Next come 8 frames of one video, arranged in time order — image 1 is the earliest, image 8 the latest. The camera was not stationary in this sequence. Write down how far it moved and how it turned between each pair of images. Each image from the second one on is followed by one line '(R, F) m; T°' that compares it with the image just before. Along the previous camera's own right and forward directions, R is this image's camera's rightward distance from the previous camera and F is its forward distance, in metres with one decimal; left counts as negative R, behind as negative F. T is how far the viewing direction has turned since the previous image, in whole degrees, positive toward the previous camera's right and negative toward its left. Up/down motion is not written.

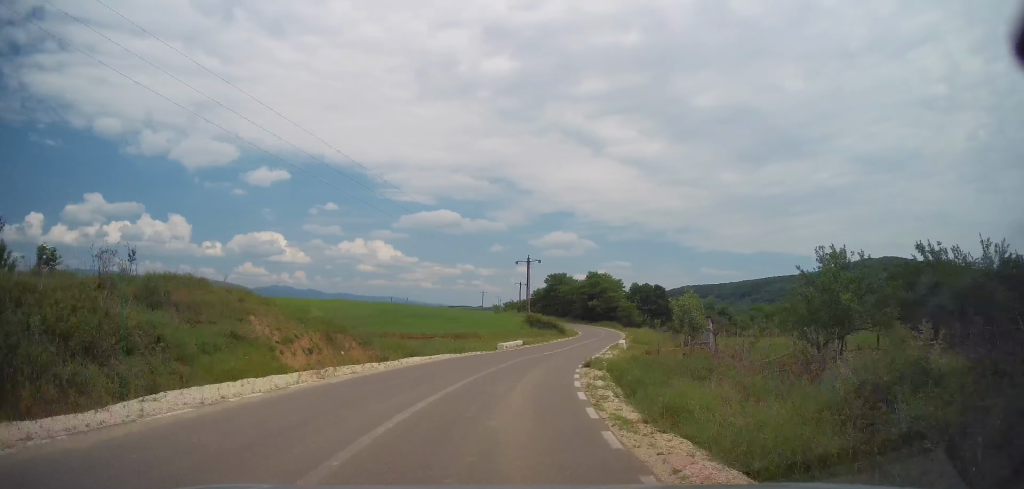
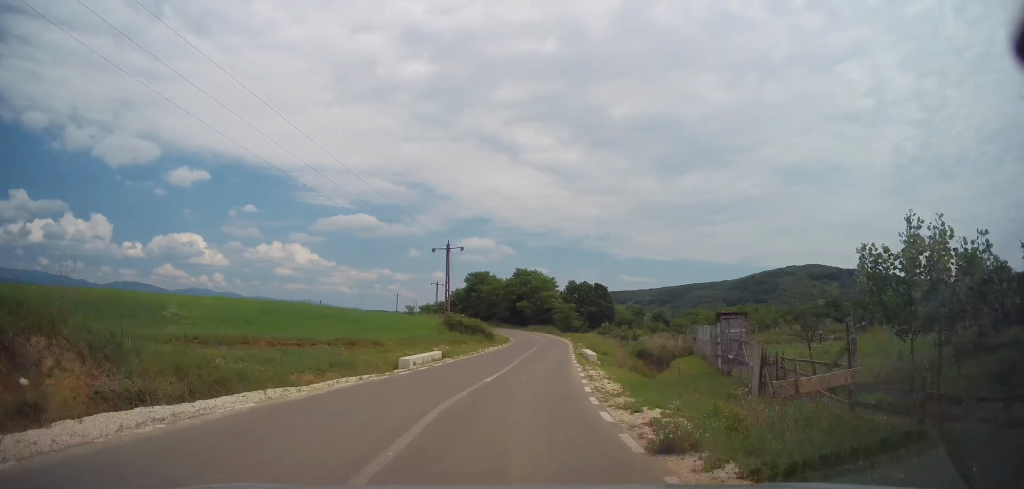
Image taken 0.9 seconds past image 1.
(+1.1, +13.9) m; +8°
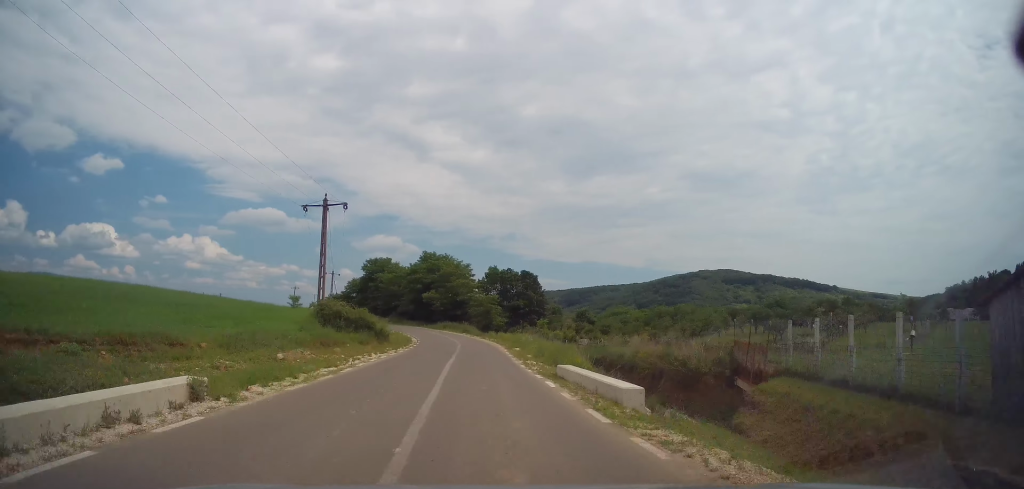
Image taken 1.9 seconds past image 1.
(+1.0, +15.9) m; +9°
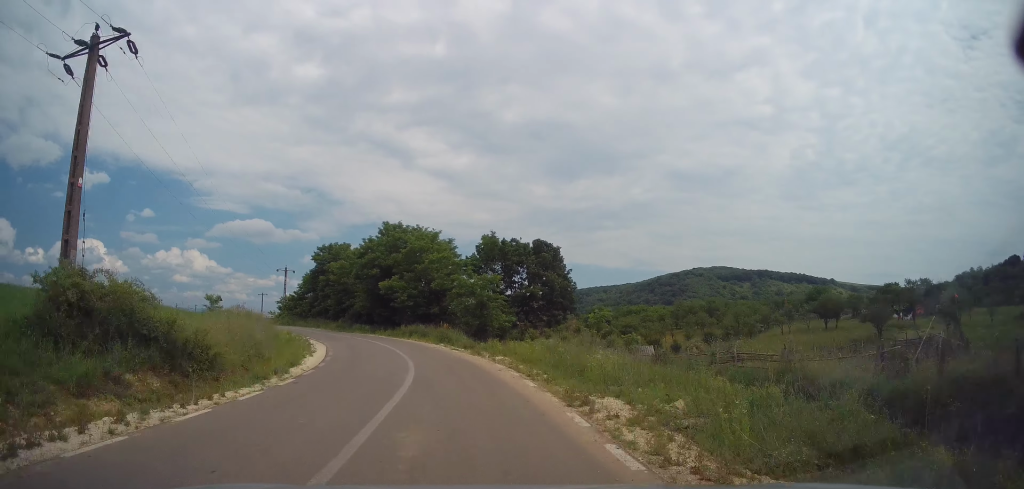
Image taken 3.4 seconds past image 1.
(+2.3, +23.2) m; +5°
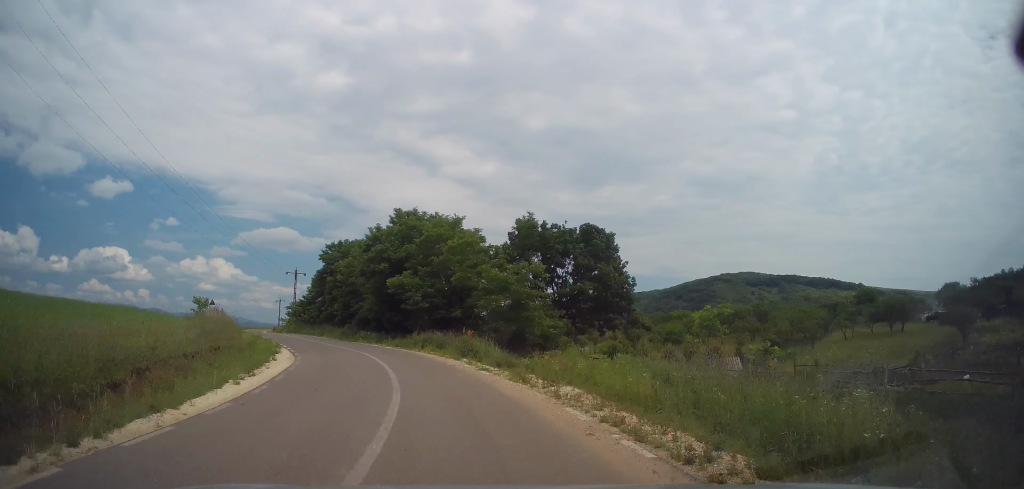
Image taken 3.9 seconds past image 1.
(+0.3, +8.0) m; -1°
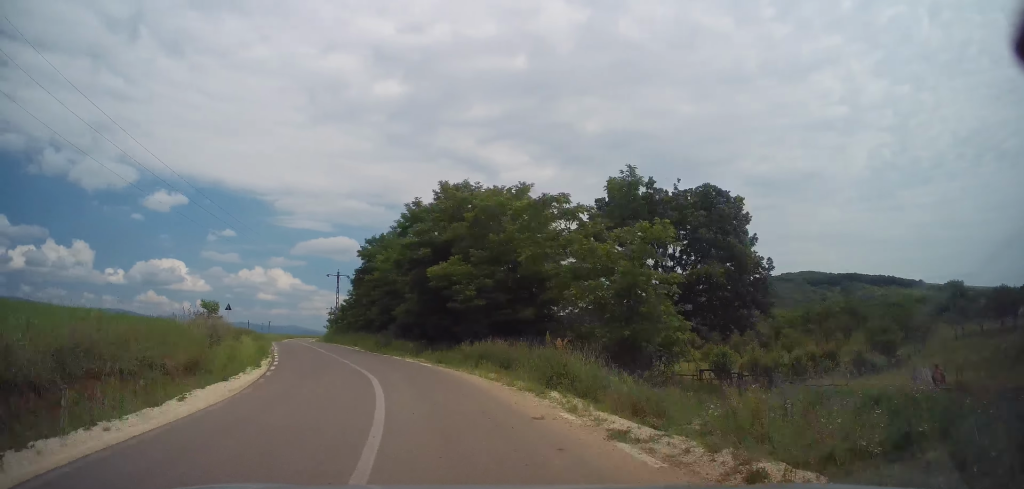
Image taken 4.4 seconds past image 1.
(-0.5, +9.5) m; -6°
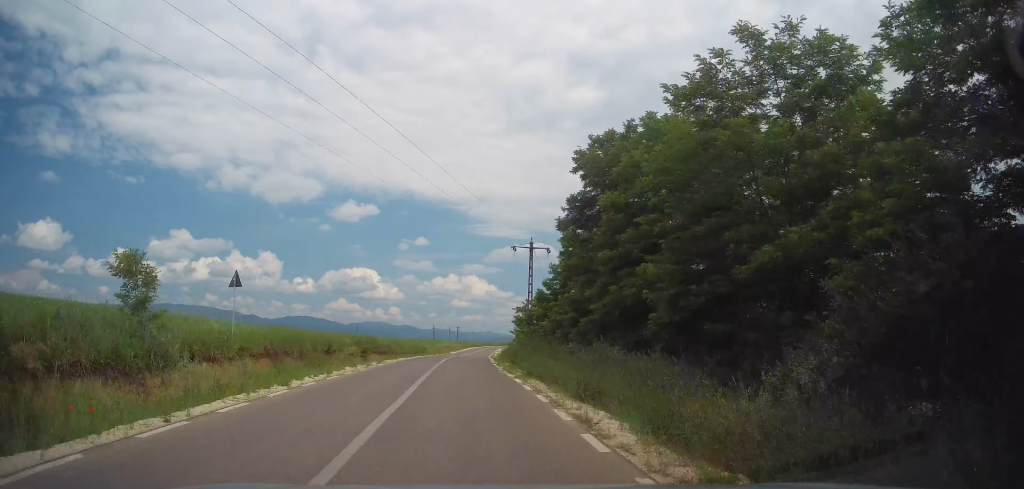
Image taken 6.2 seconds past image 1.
(-5.6, +29.3) m; -19°
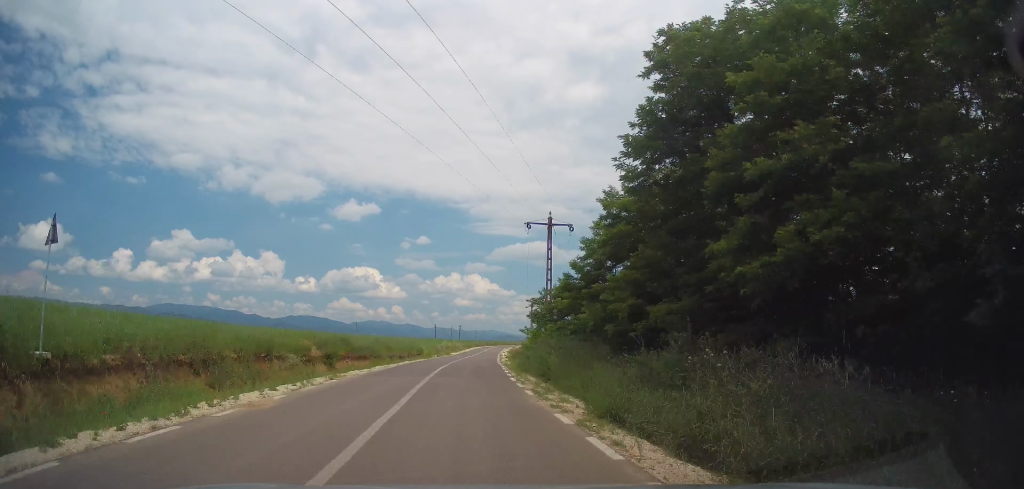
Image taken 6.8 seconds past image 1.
(-0.4, +9.2) m; -3°
